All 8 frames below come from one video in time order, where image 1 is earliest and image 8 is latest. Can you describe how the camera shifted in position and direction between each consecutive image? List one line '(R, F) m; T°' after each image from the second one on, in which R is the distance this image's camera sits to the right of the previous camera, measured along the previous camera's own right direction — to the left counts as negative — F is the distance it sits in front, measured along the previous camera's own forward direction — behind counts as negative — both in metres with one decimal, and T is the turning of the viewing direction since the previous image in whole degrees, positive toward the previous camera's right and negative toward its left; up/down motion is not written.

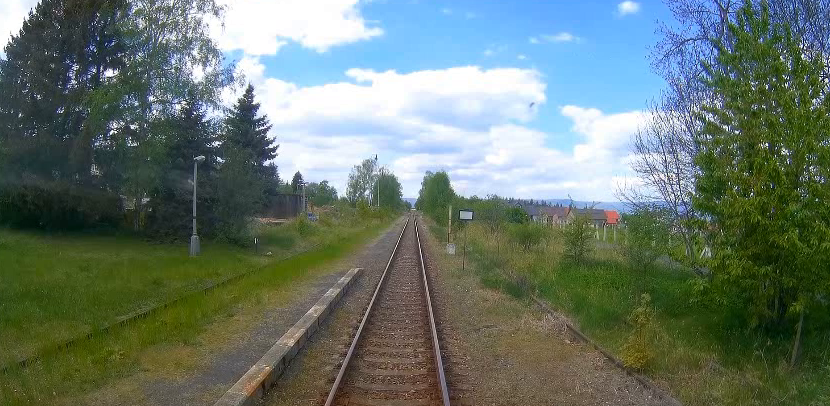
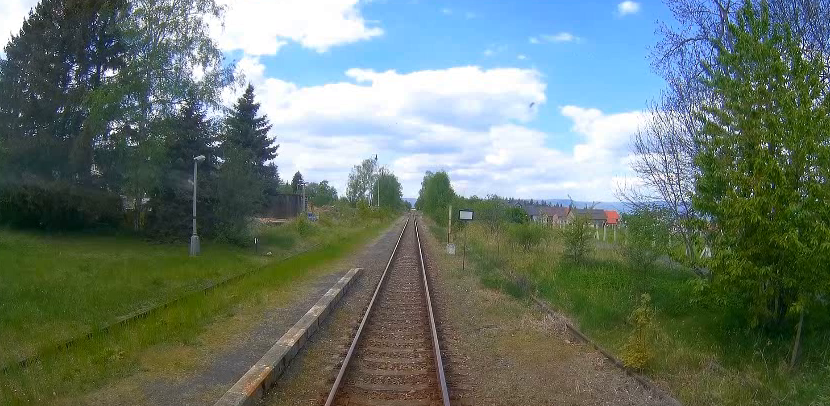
(0.0, 0.0) m; 0°
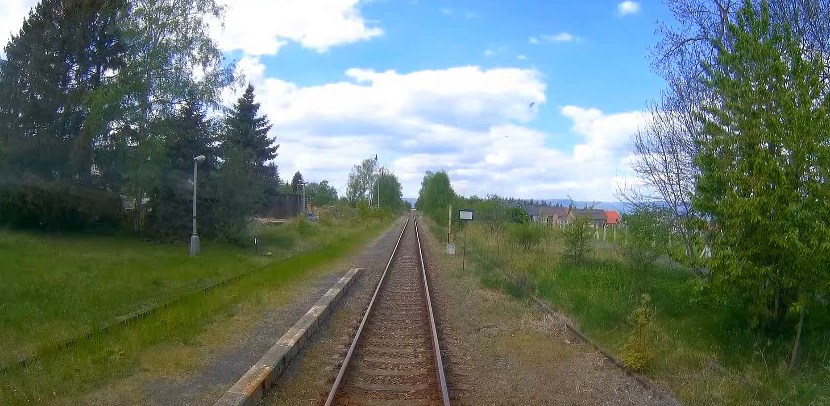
(0.0, 0.0) m; 0°
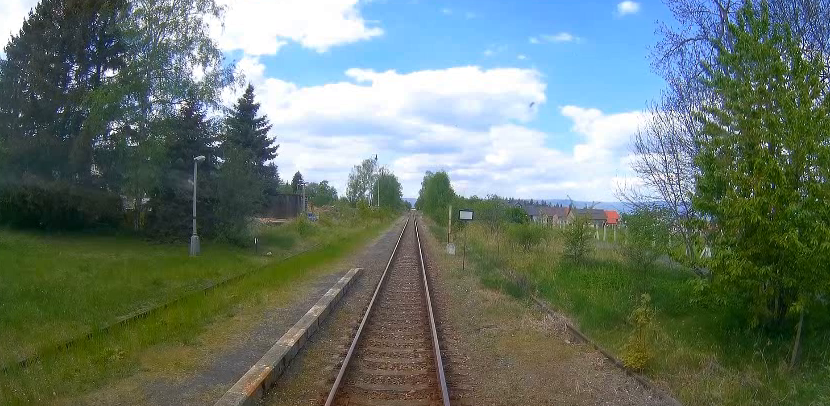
(0.0, 0.0) m; 0°
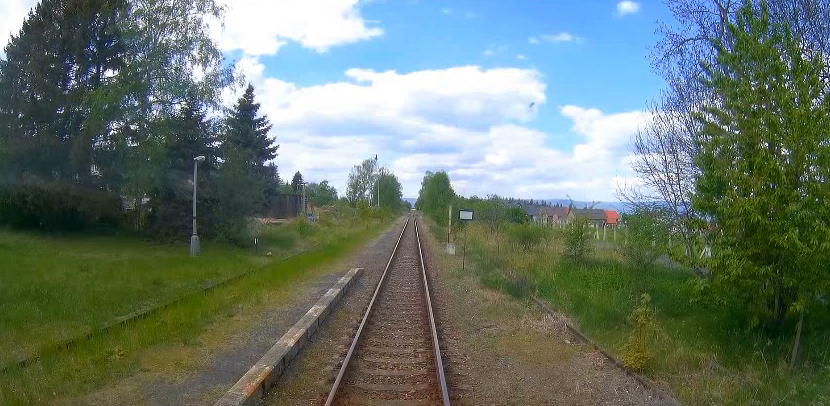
(0.0, 0.0) m; 0°
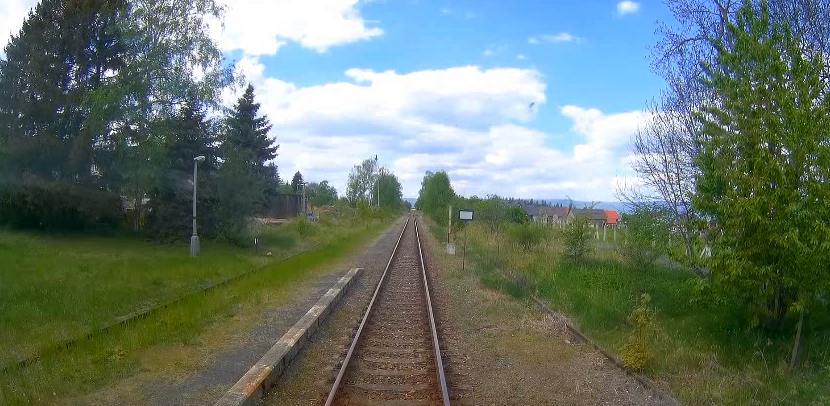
(0.0, 0.0) m; 0°
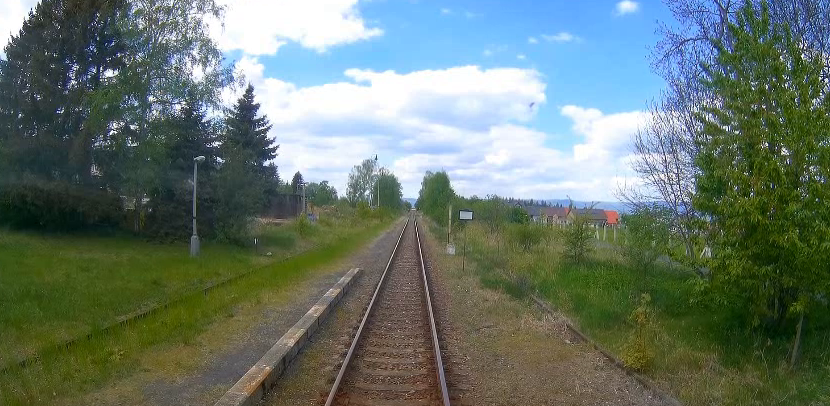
(0.0, 0.0) m; 0°
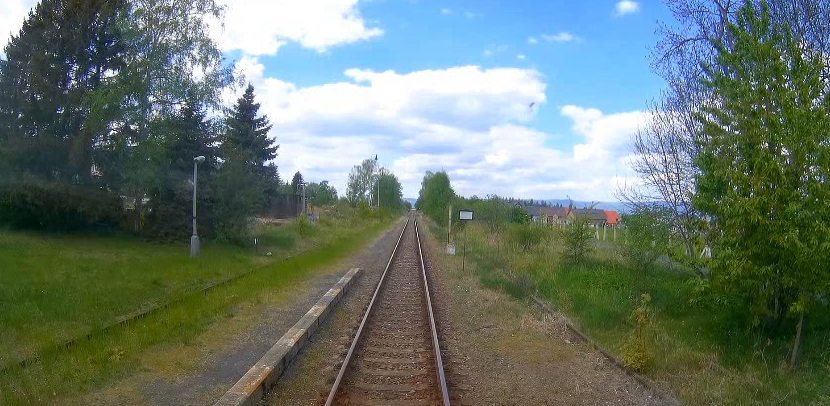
(0.0, 0.0) m; 0°
